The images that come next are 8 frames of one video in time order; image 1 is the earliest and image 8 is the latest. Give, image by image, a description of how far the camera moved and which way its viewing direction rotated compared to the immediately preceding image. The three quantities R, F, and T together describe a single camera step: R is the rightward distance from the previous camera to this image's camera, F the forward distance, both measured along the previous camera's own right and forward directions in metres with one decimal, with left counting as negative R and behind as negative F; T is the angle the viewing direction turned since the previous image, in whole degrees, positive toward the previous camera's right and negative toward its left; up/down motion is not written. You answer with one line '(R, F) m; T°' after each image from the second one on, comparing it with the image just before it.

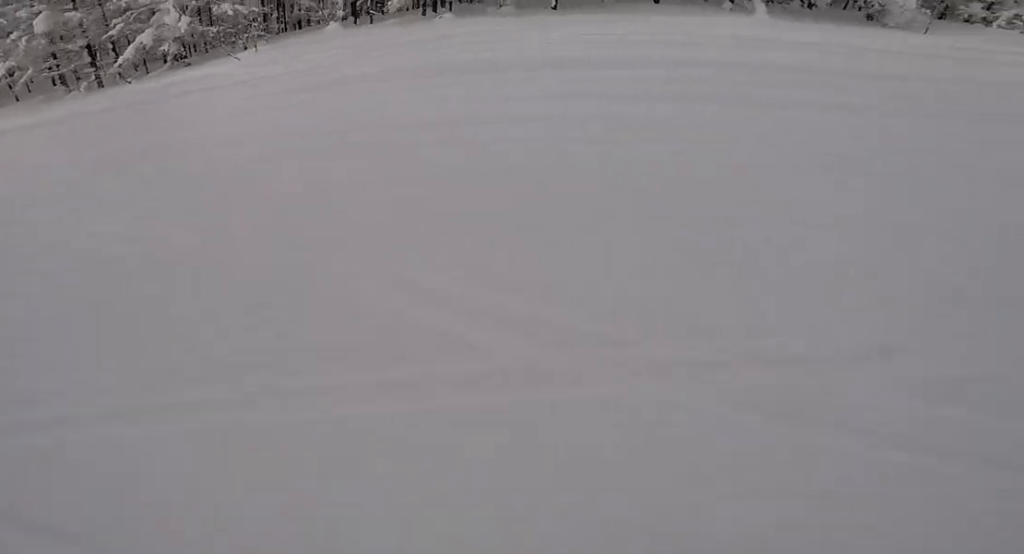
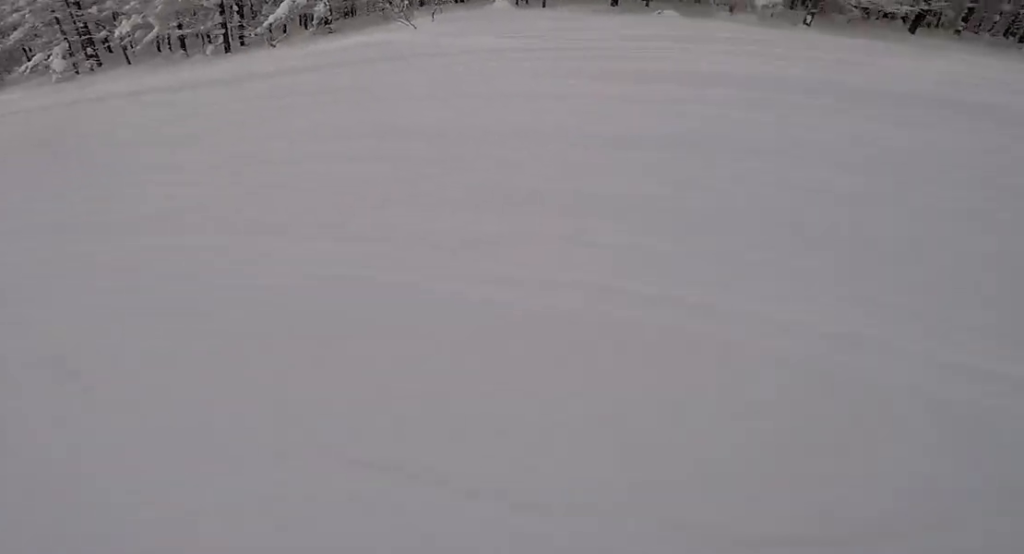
(+0.9, +5.6) m; +21°
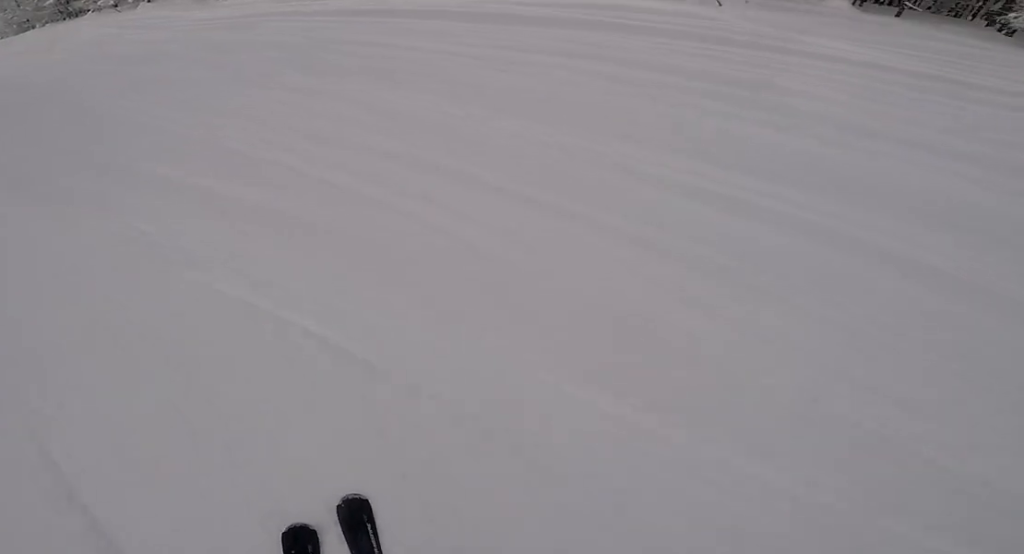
(+0.4, +2.9) m; +6°
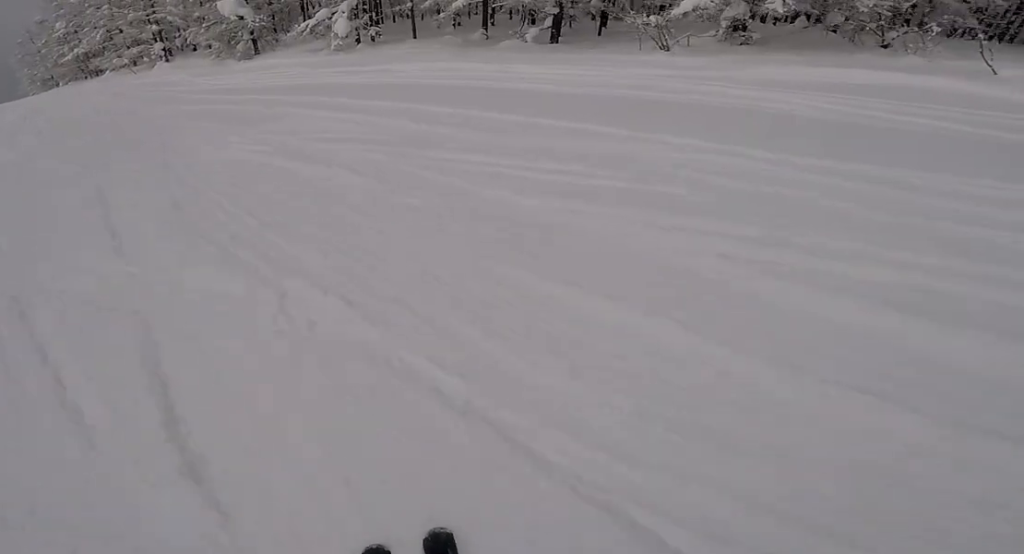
(+0.8, +7.7) m; +5°
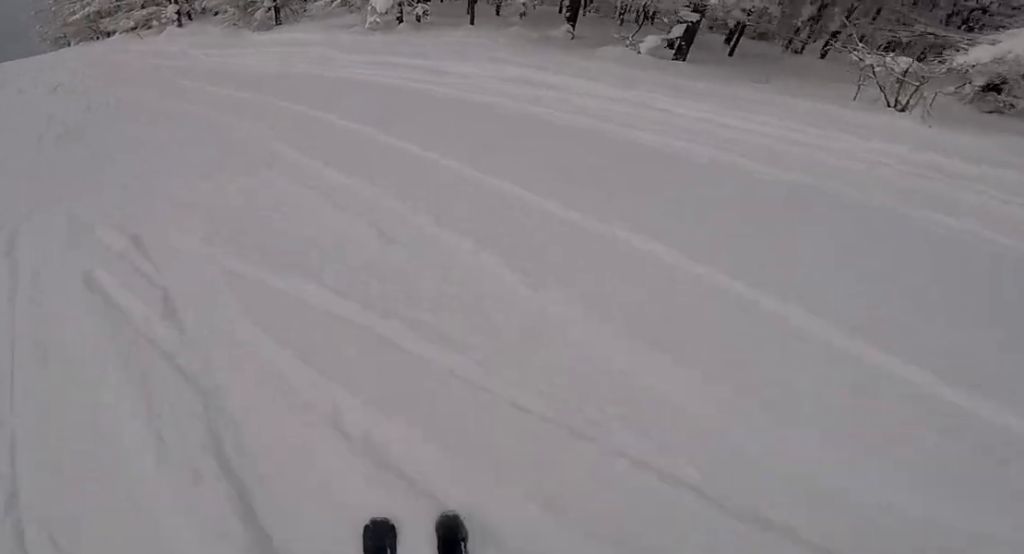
(-0.1, +4.9) m; 0°
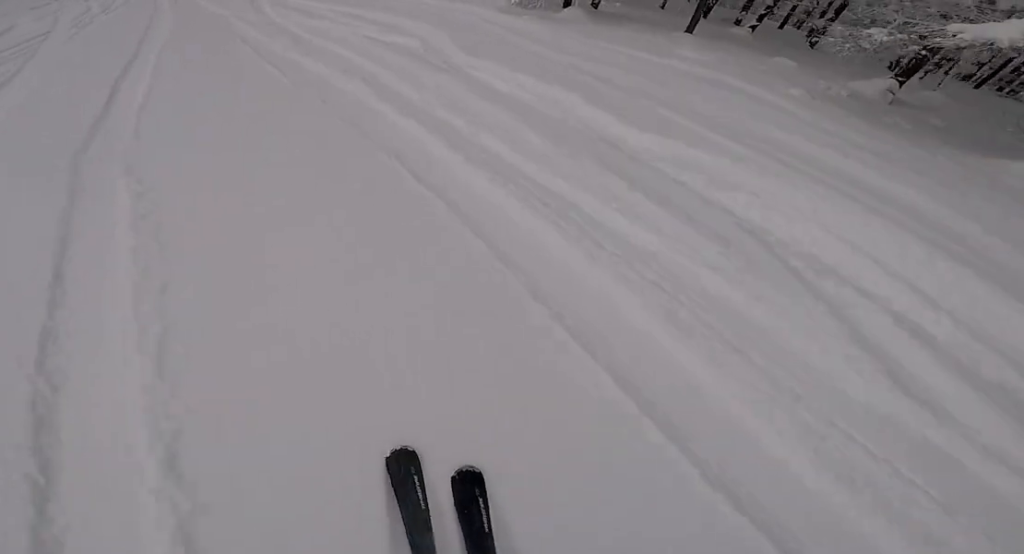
(+0.2, +7.2) m; -5°
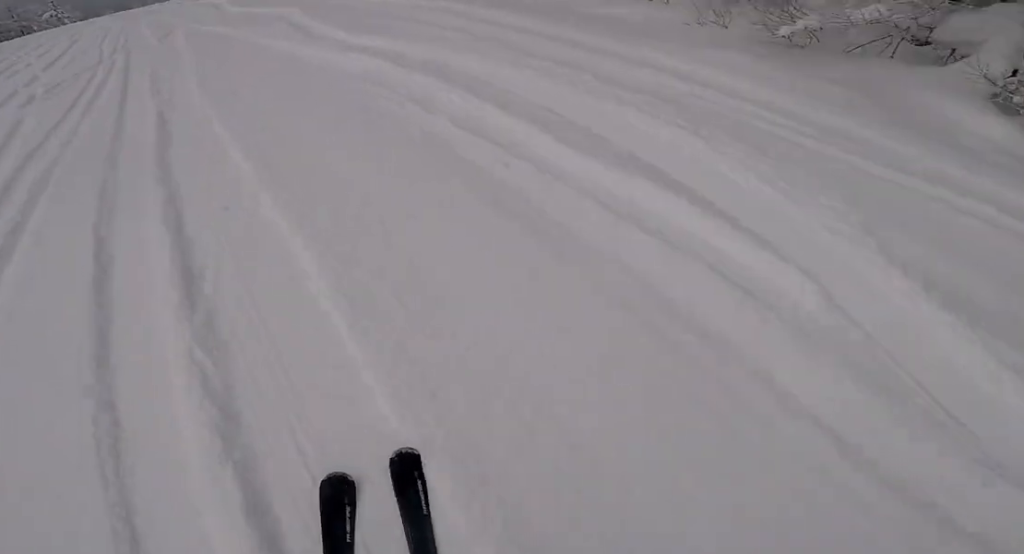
(-6.0, +16.7) m; -20°
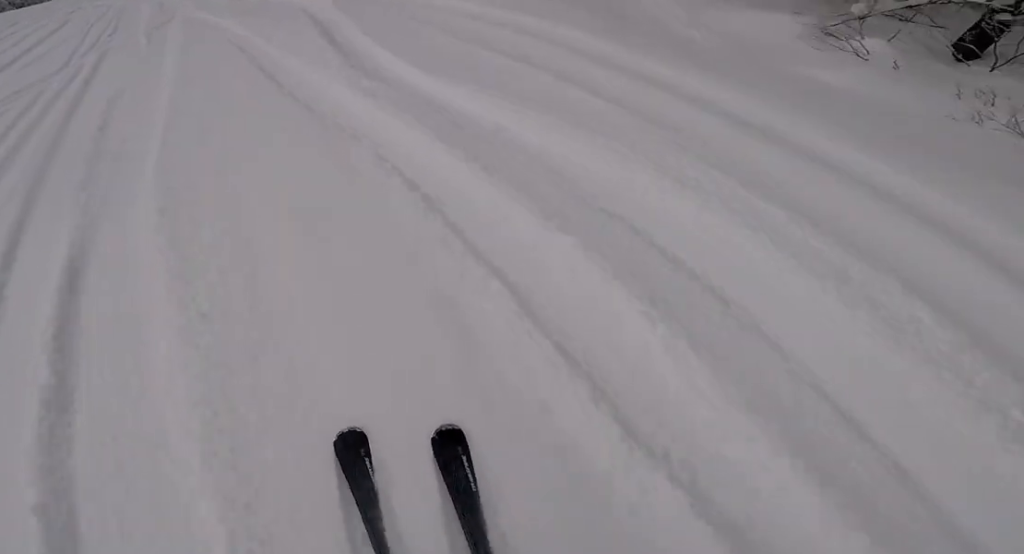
(+0.8, +2.8) m; +5°
